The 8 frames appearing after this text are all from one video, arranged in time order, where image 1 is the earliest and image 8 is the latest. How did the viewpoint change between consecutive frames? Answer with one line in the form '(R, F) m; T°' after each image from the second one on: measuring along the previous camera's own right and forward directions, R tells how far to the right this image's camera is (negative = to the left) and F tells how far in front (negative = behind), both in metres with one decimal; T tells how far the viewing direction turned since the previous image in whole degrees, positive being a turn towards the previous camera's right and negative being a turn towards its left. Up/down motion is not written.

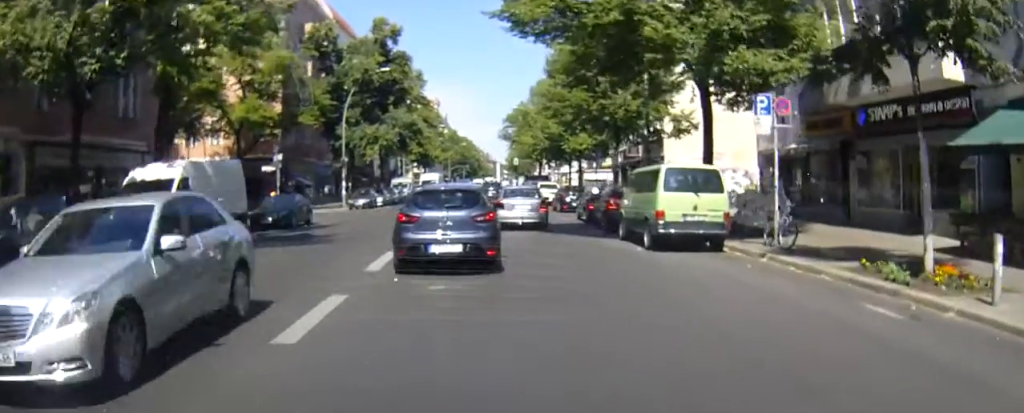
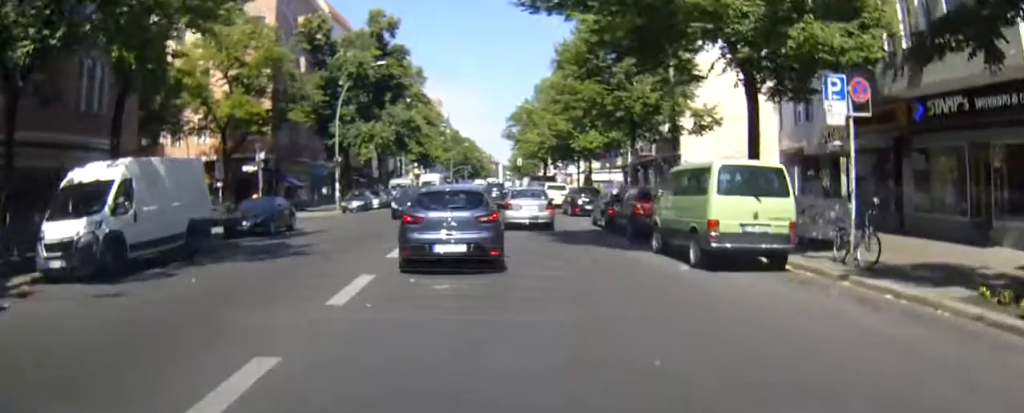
(0.0, +3.7) m; +1°
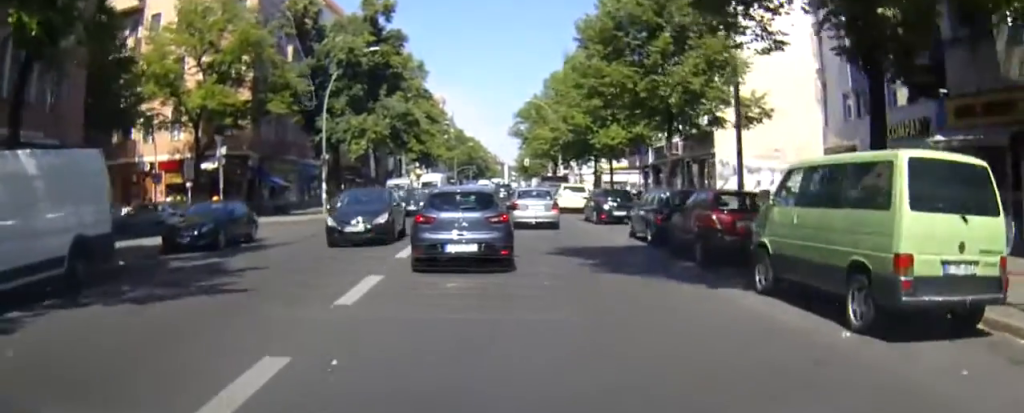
(+0.1, +5.7) m; +2°
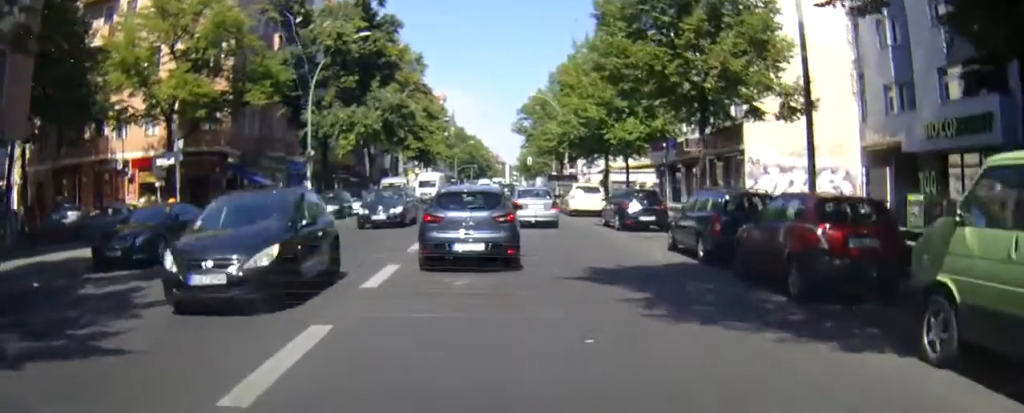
(+0.1, +4.4) m; -1°
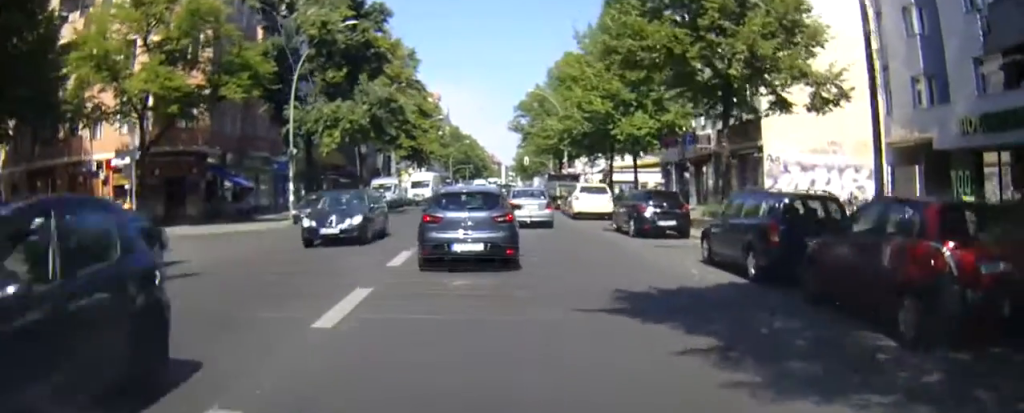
(0.0, +3.0) m; 0°
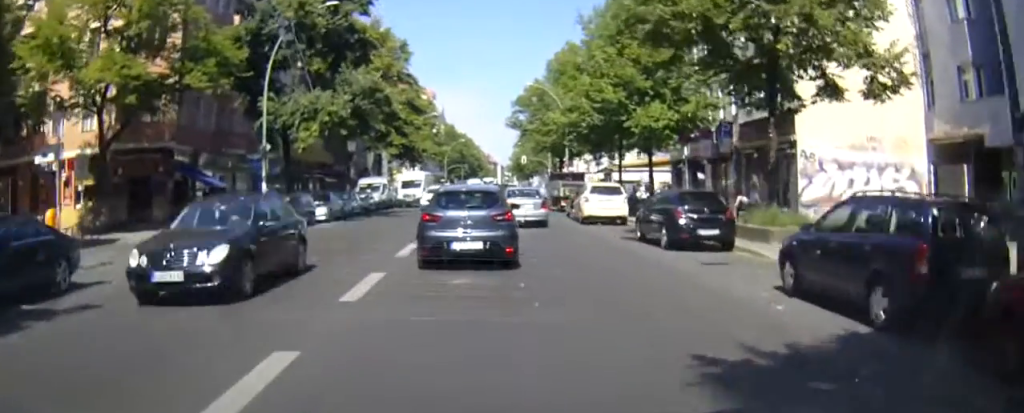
(-0.2, +4.4) m; 0°
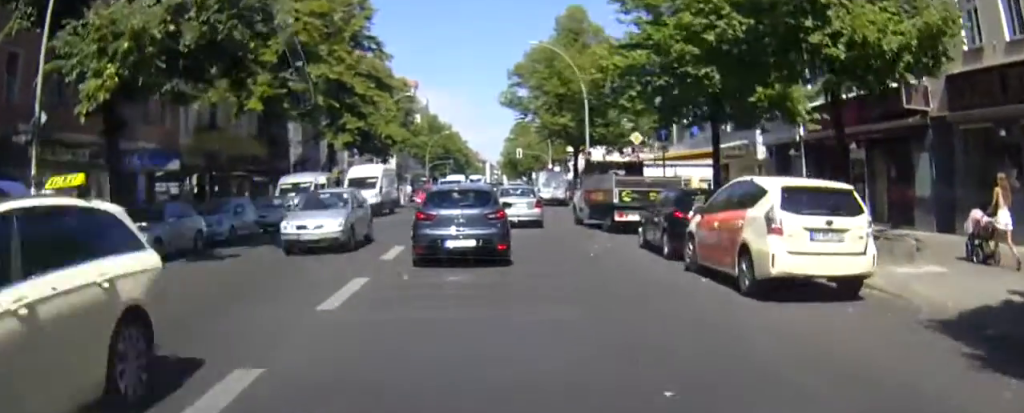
(-0.3, +18.8) m; +2°
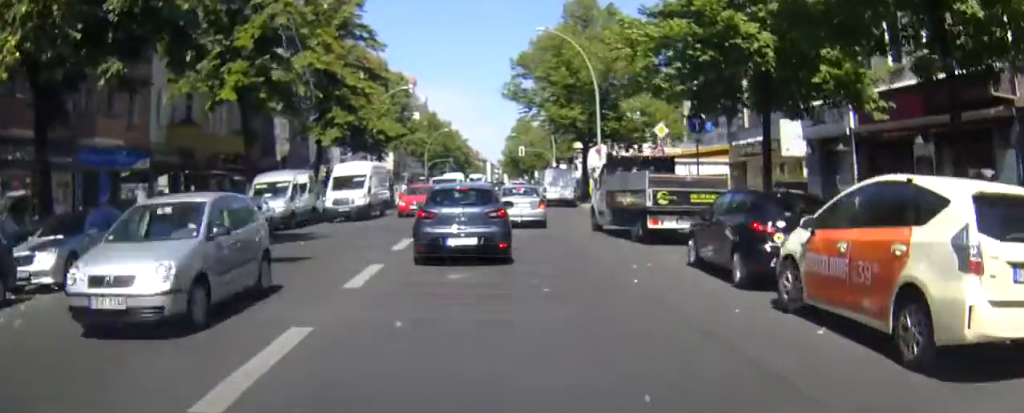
(+0.2, +4.1) m; +1°
